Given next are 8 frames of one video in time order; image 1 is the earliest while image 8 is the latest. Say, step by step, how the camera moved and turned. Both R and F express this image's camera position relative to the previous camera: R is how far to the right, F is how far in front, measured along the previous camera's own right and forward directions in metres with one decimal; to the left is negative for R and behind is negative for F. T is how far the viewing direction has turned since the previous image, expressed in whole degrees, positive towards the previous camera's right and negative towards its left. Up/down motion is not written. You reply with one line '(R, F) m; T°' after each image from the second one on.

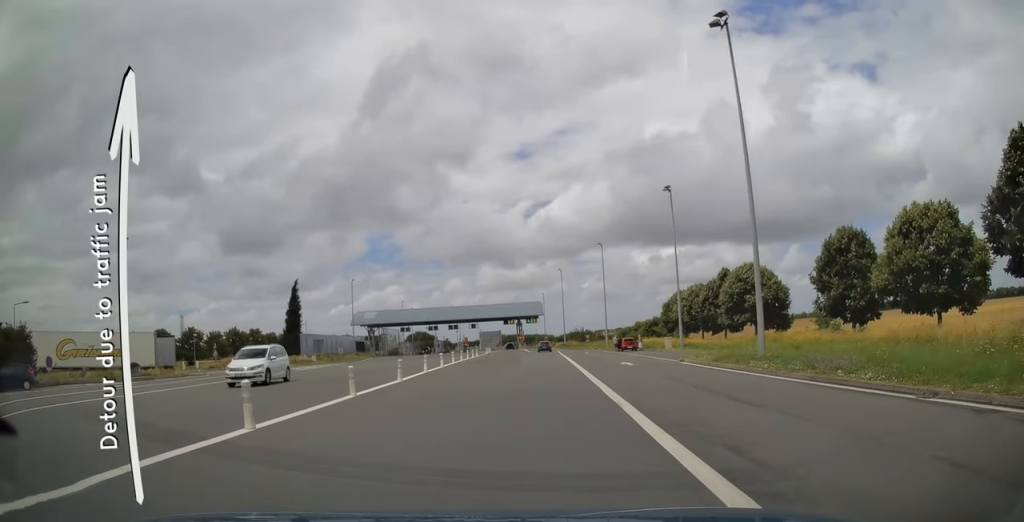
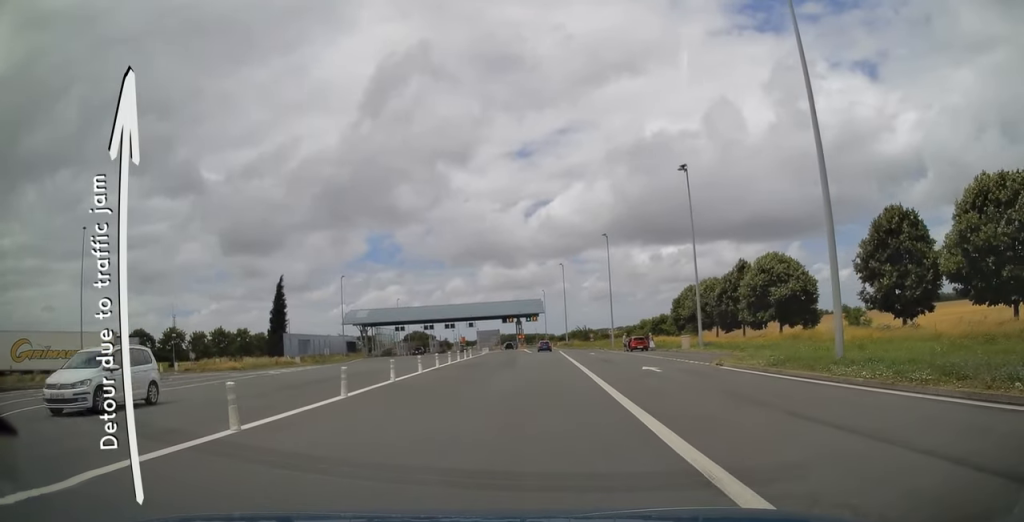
(0.0, +6.7) m; 0°
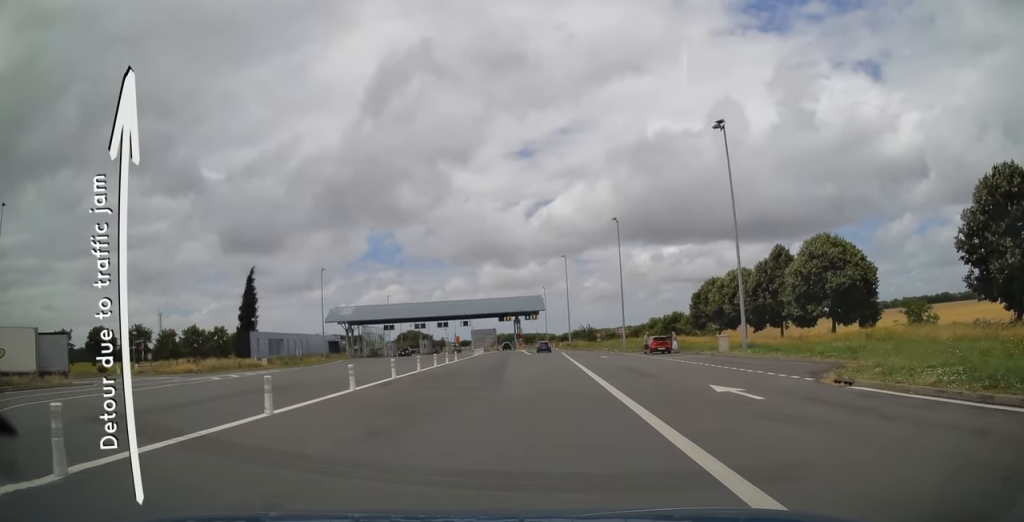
(+0.1, +10.7) m; +1°
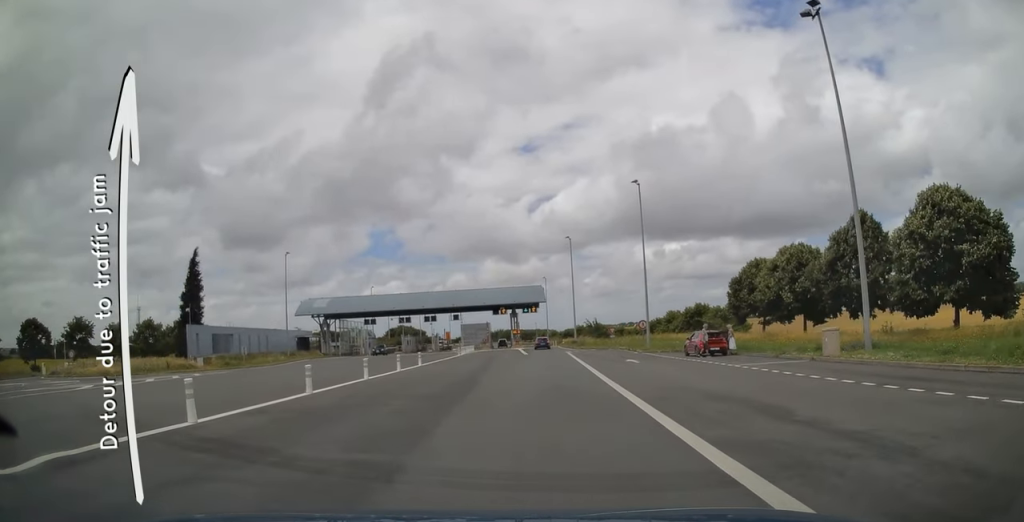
(+0.1, +15.3) m; 0°
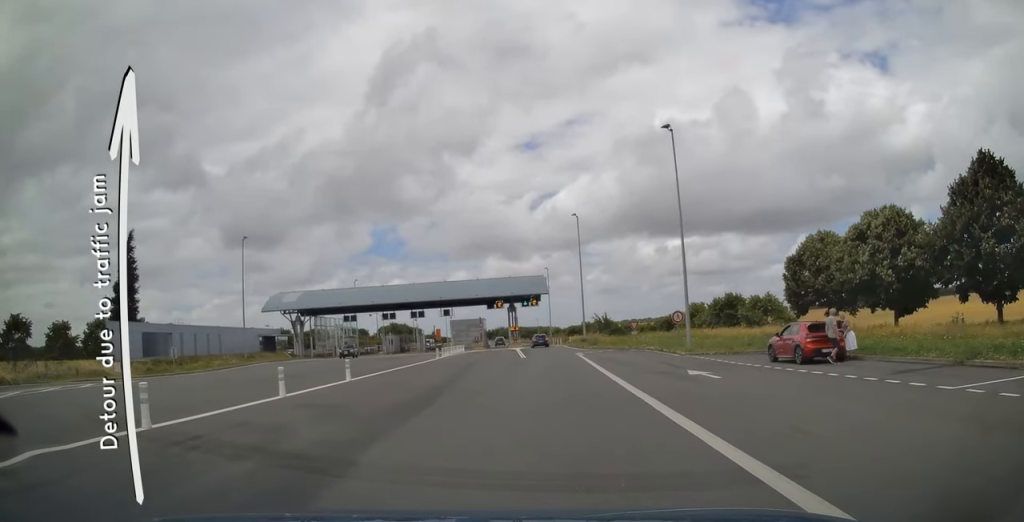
(-0.1, +14.0) m; 0°
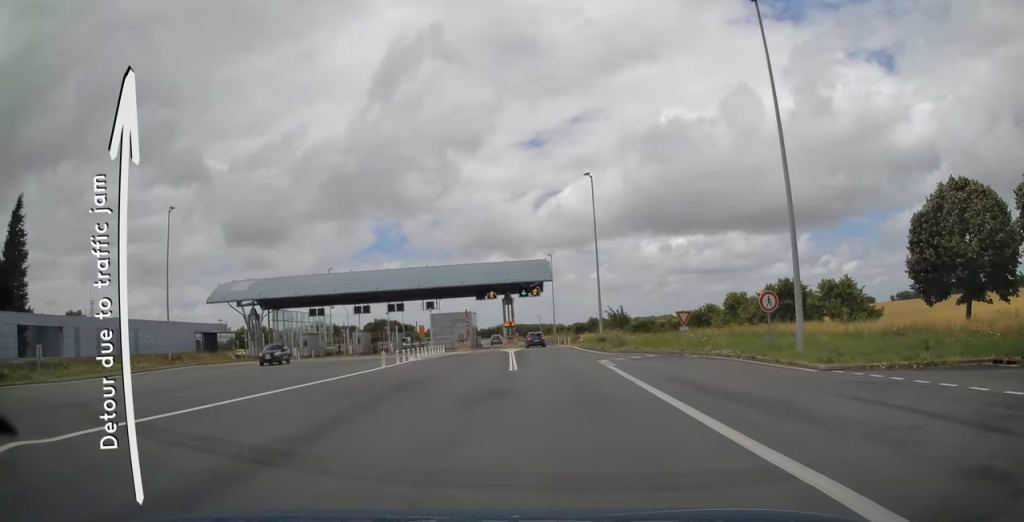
(0.0, +17.5) m; 0°
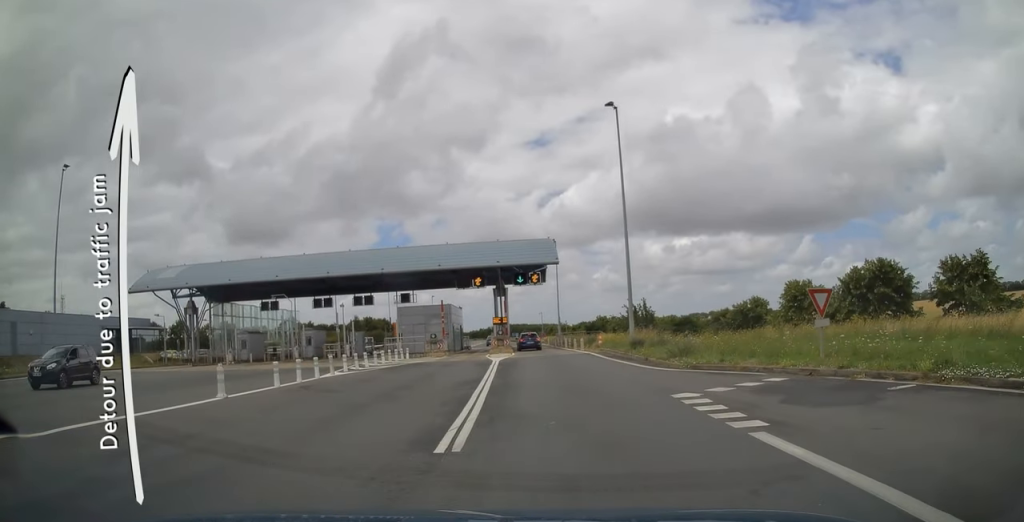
(-0.1, +17.5) m; 0°
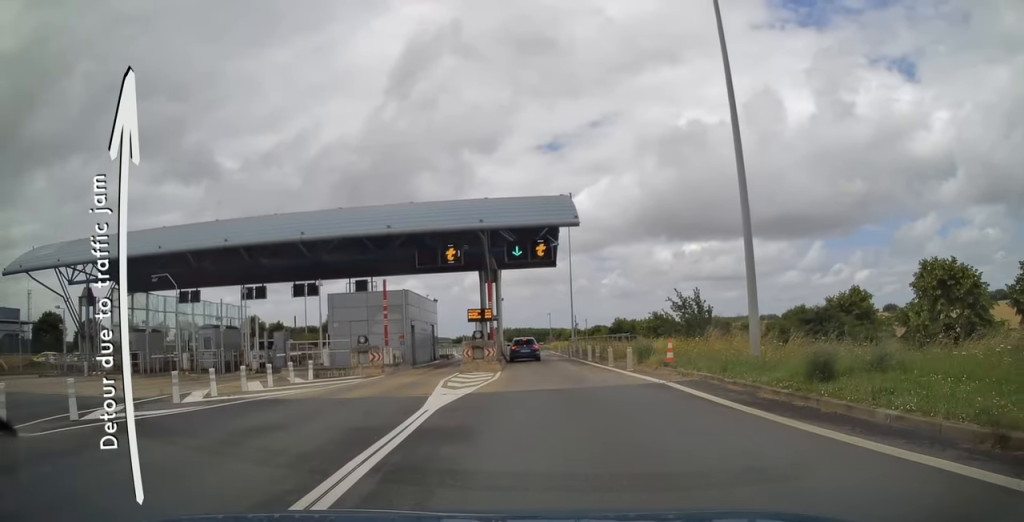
(-0.1, +21.8) m; -1°
